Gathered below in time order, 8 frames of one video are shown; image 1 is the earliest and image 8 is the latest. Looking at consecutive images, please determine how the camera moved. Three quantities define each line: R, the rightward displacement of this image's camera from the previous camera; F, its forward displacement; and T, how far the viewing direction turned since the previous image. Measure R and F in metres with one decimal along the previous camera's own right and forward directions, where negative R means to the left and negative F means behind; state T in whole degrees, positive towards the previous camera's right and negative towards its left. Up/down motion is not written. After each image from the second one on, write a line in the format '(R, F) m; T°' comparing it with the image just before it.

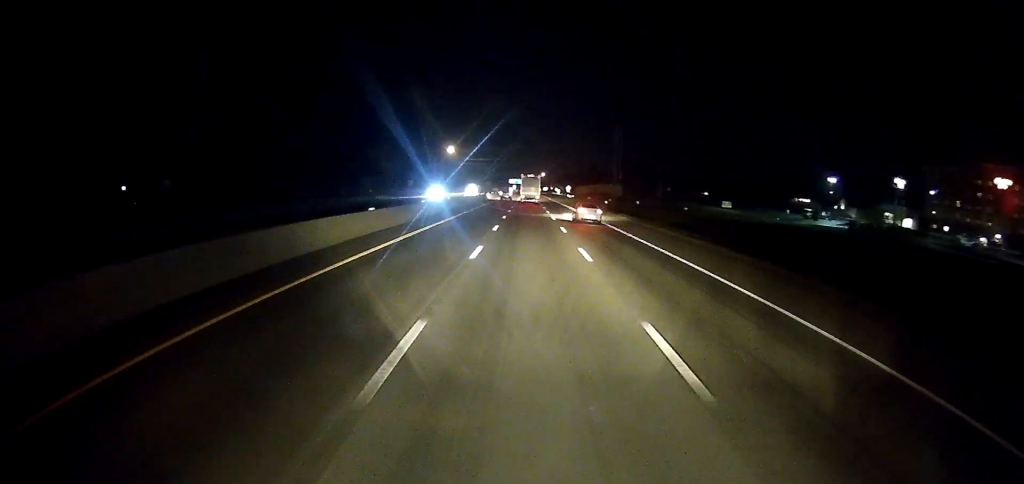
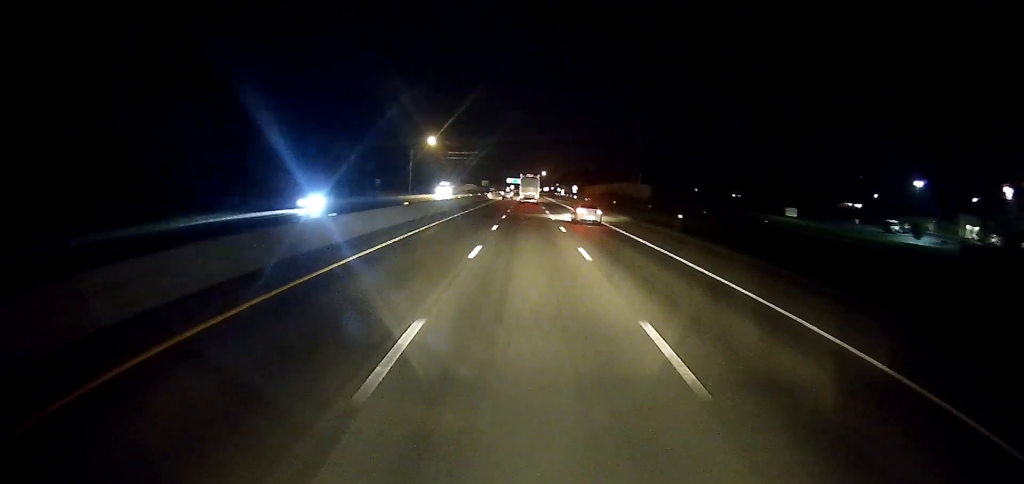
(-0.6, +36.5) m; -1°
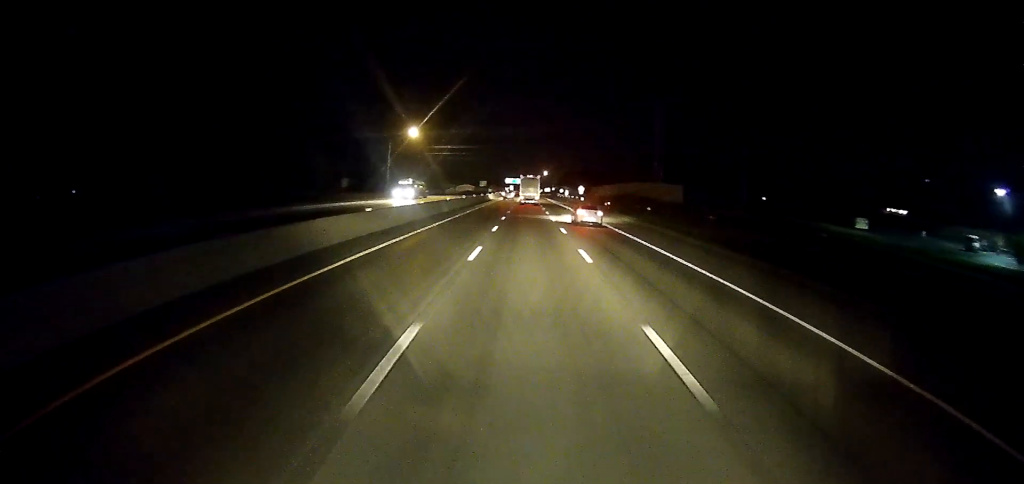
(0.0, +24.6) m; 0°
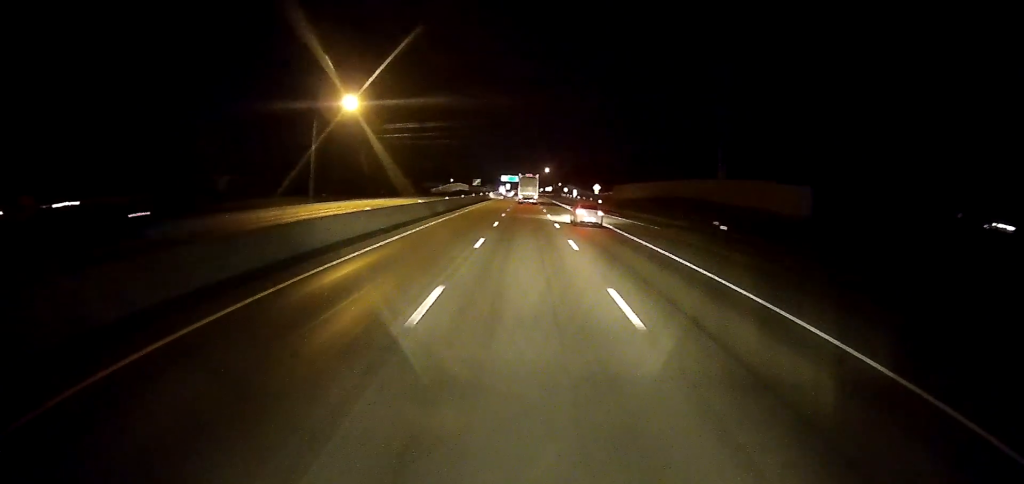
(0.0, +45.2) m; +1°
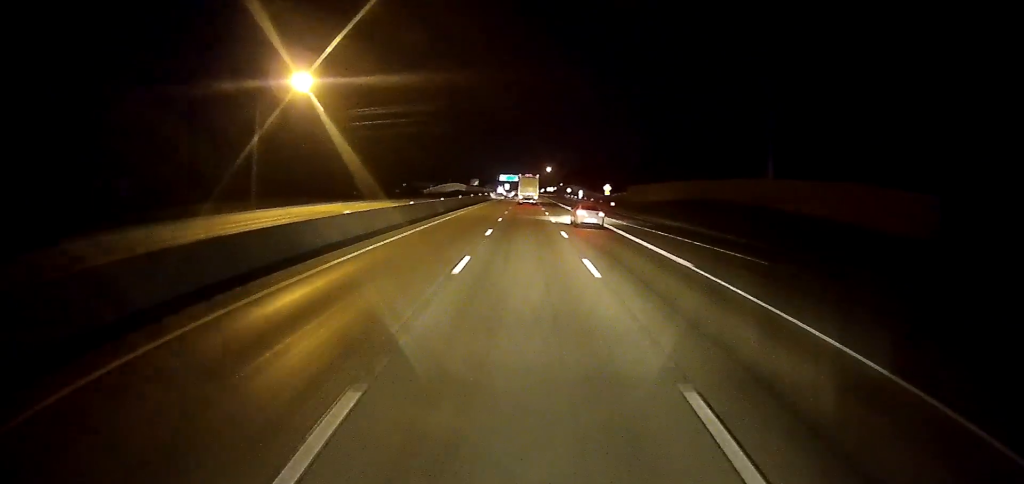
(+0.4, +18.7) m; 0°
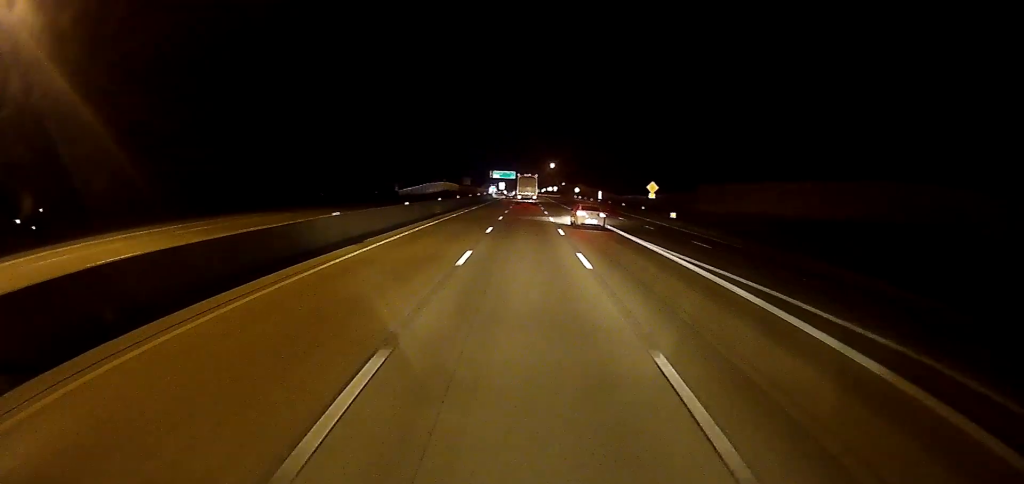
(-0.5, +47.3) m; -1°
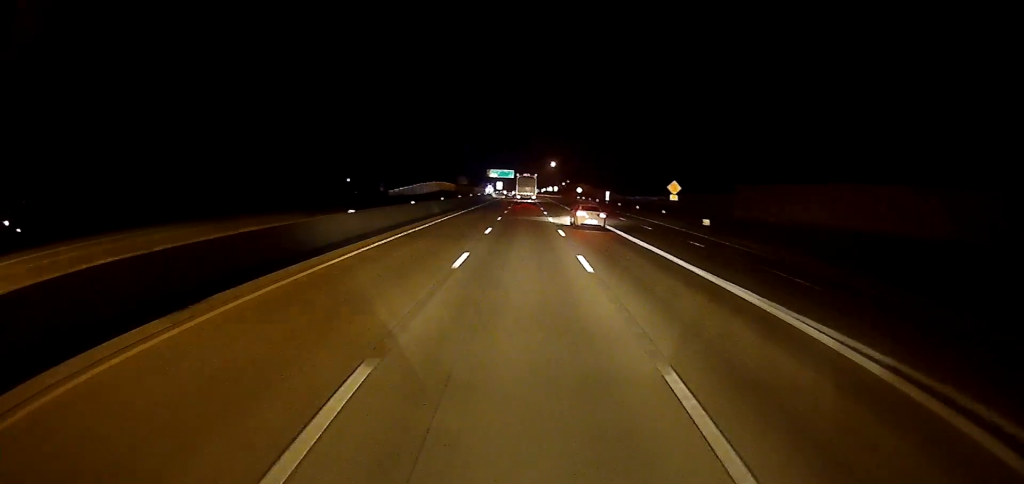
(0.0, +12.8) m; 0°
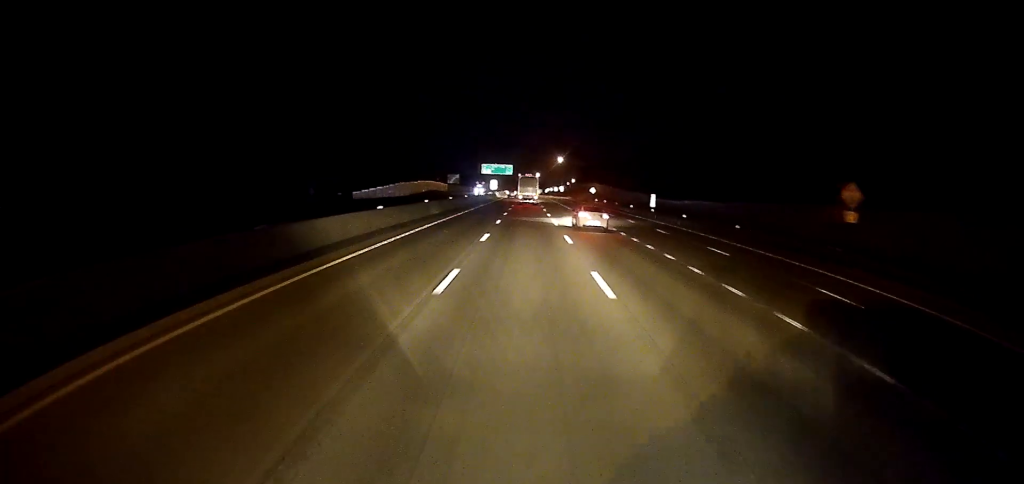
(0.0, +40.5) m; 0°
